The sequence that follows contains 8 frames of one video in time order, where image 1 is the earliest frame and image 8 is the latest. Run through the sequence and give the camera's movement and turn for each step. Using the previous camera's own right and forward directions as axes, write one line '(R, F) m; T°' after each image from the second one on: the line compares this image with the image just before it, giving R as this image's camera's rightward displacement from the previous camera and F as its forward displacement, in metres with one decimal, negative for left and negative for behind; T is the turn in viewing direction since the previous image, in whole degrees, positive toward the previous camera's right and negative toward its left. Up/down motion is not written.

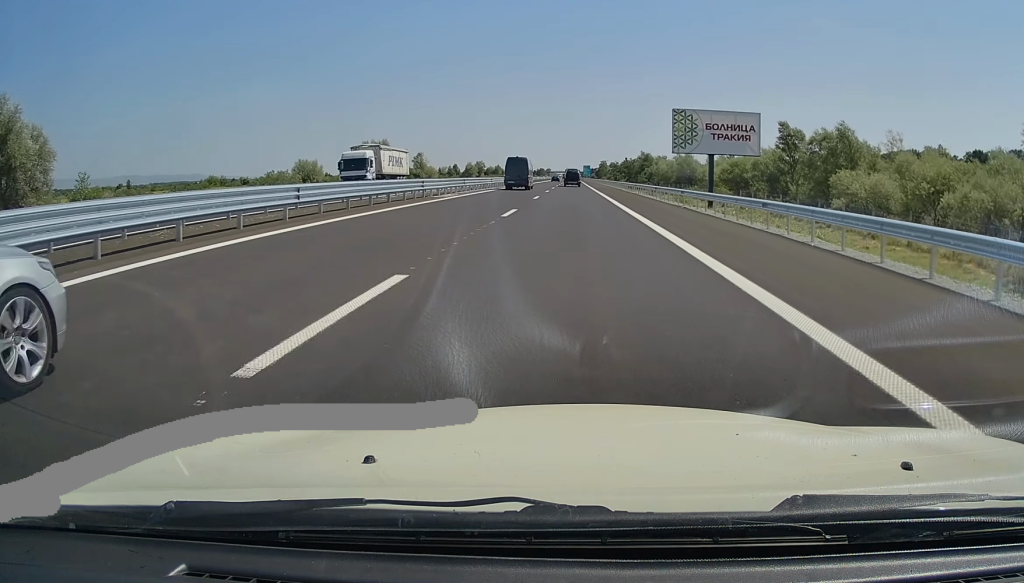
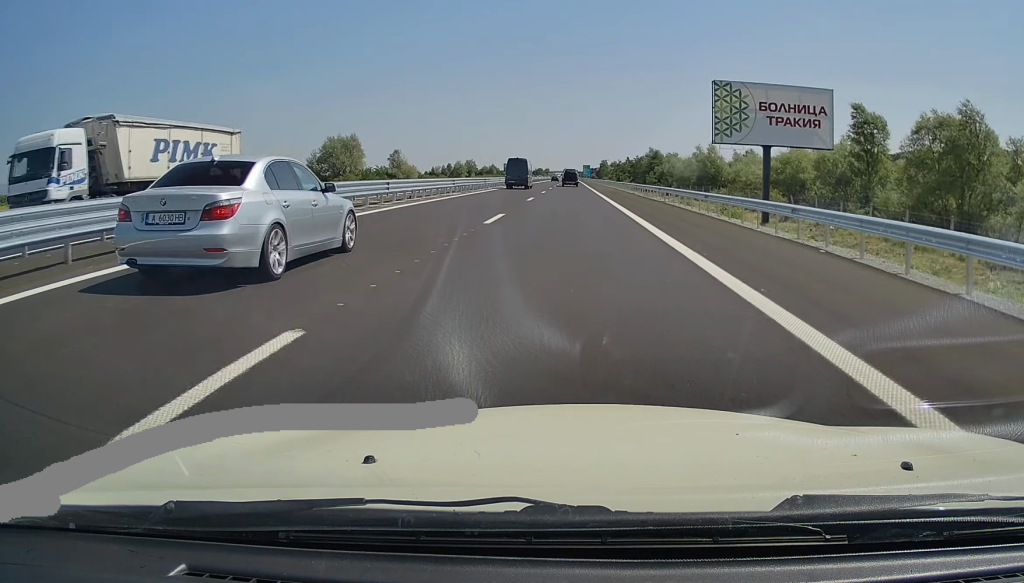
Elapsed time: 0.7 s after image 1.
(0.0, +19.3) m; 0°
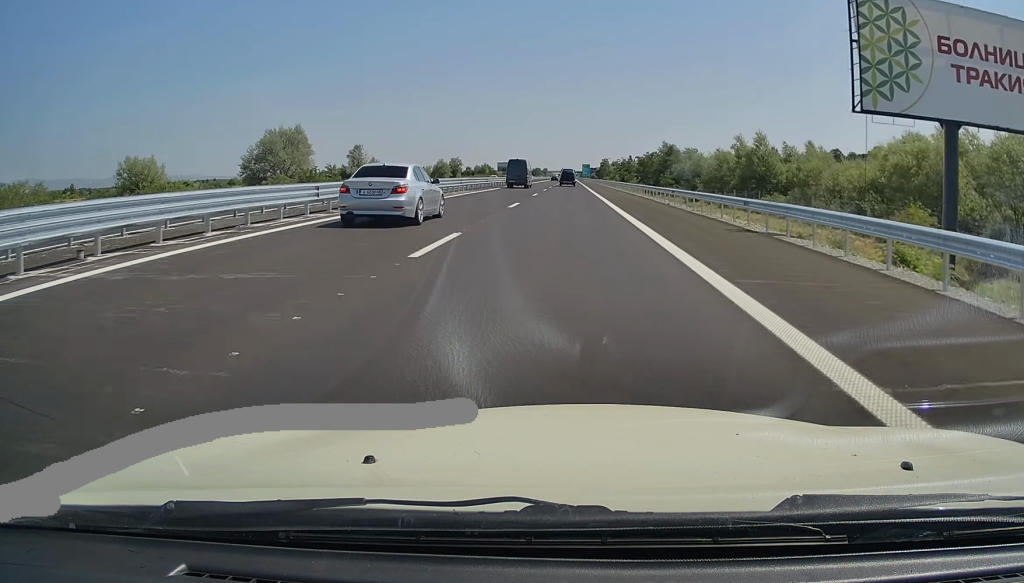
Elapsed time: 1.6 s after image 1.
(-0.1, +23.5) m; 0°
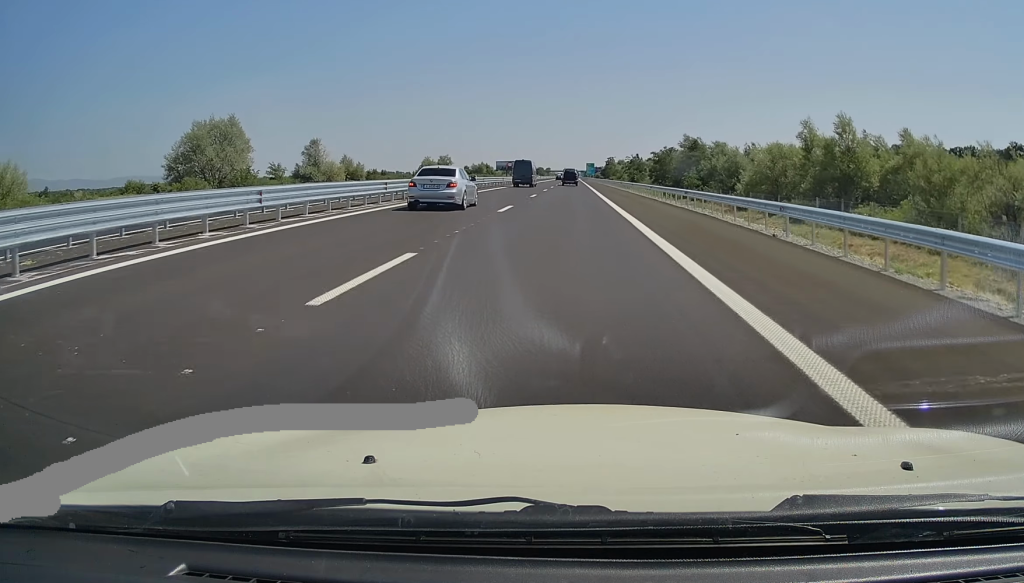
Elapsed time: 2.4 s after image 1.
(-0.4, +19.9) m; +1°
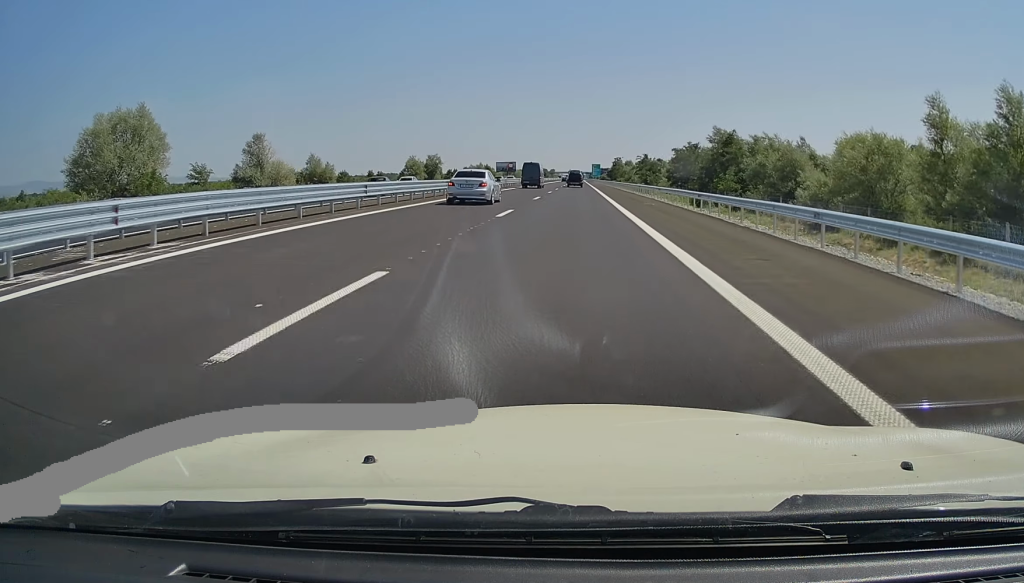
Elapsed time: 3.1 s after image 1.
(+0.6, +18.2) m; 0°
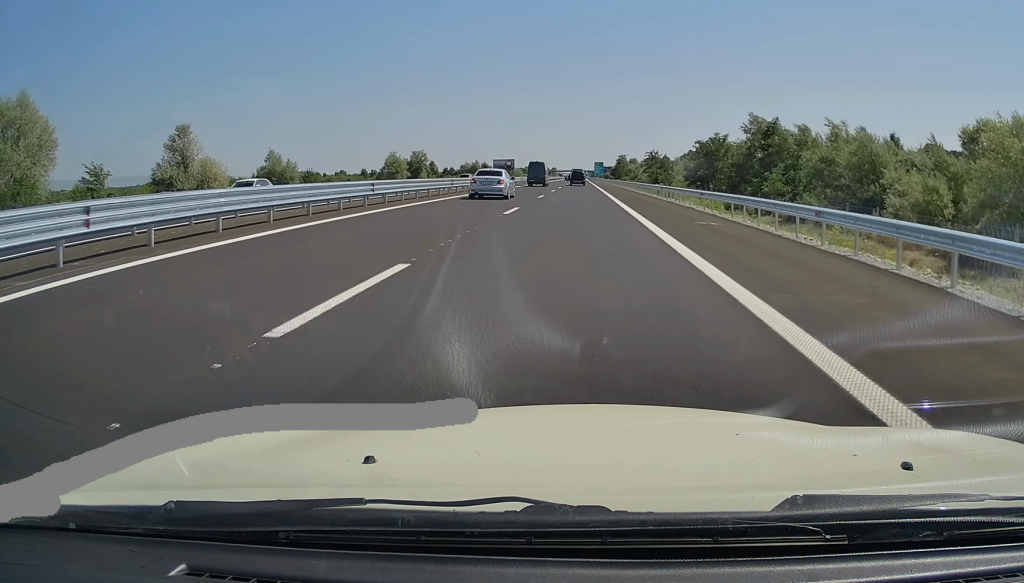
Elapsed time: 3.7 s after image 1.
(0.0, +15.6) m; 0°
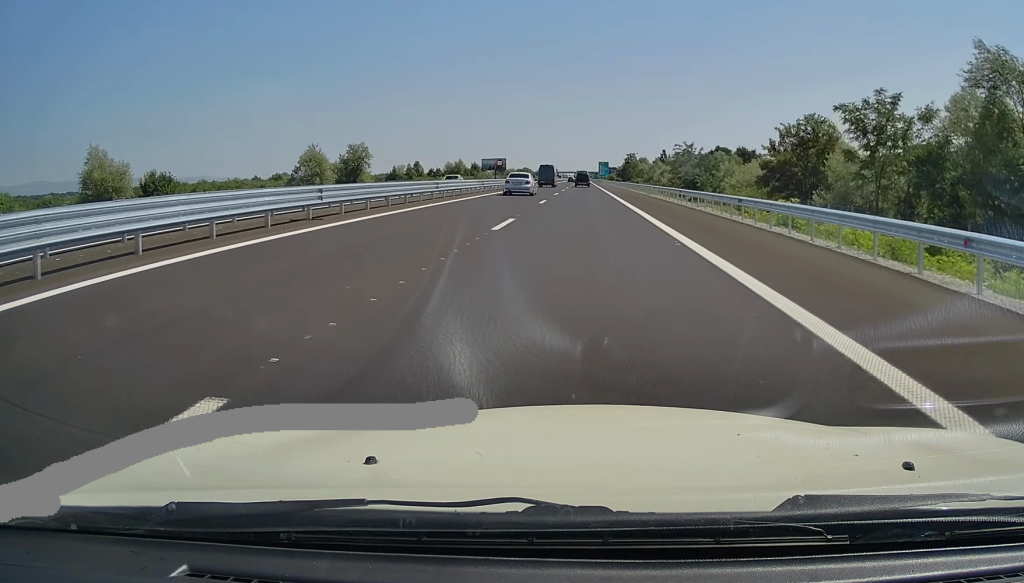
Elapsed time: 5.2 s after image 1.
(-0.5, +38.1) m; 0°
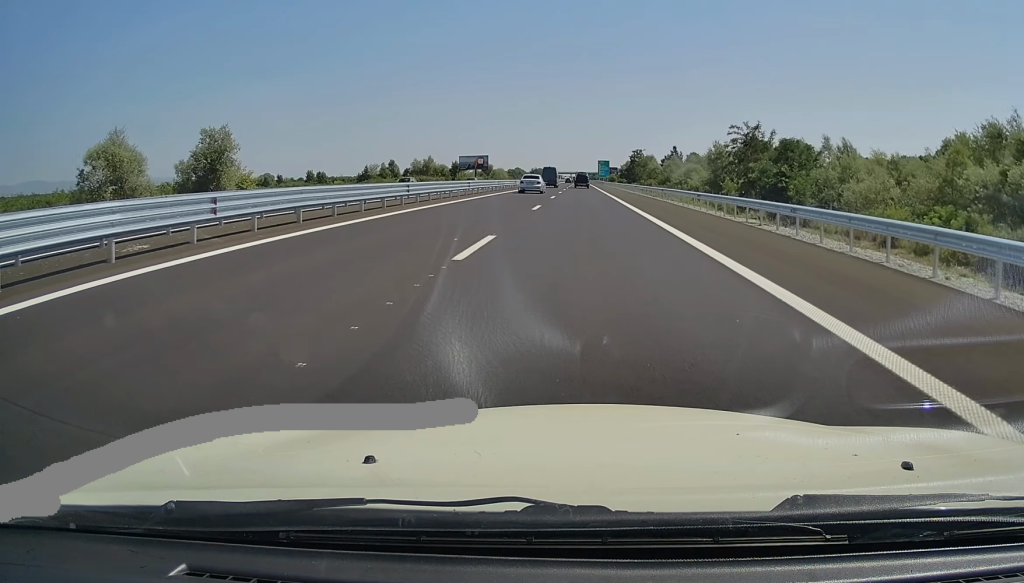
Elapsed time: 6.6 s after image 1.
(+0.1, +38.0) m; 0°
